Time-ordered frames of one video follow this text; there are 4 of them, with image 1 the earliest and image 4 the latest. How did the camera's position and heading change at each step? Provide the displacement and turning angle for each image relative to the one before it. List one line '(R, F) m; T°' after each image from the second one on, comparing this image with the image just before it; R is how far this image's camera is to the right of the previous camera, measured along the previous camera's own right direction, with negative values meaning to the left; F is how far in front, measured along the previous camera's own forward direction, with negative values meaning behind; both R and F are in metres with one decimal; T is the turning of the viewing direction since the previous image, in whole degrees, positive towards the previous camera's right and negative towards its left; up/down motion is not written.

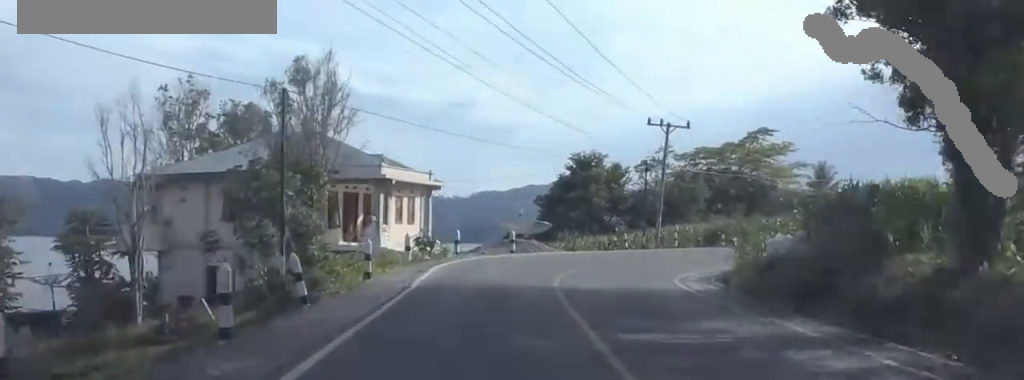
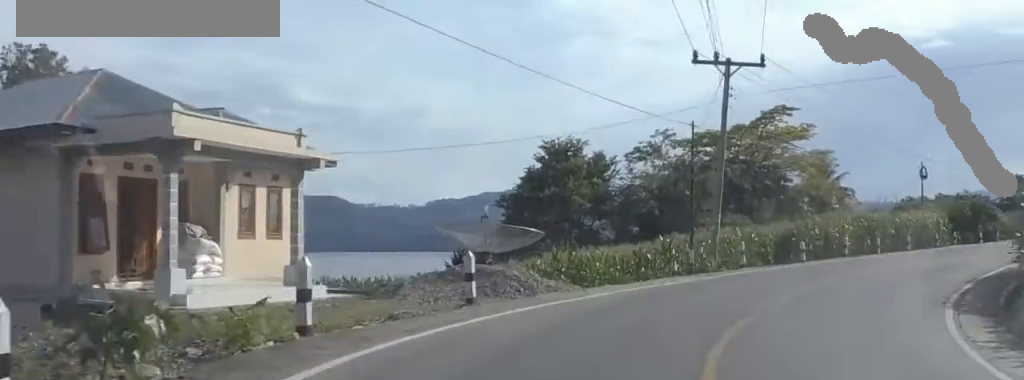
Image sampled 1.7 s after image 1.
(+0.8, +20.6) m; +8°
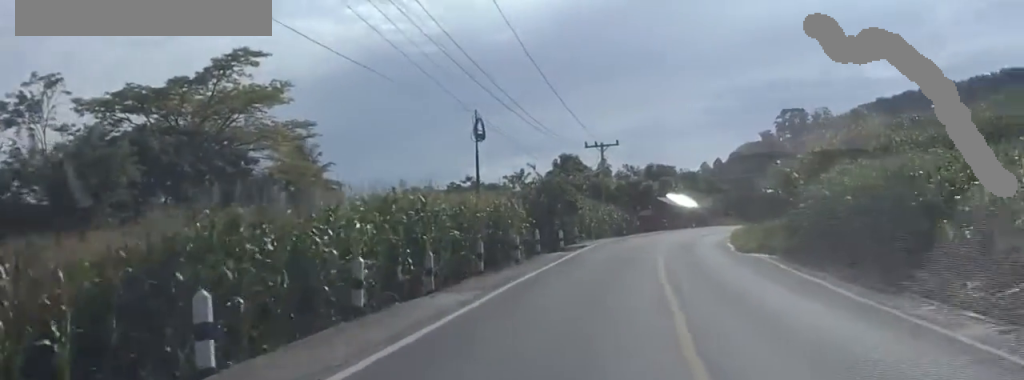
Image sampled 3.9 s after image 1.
(+6.9, +26.7) m; +31°
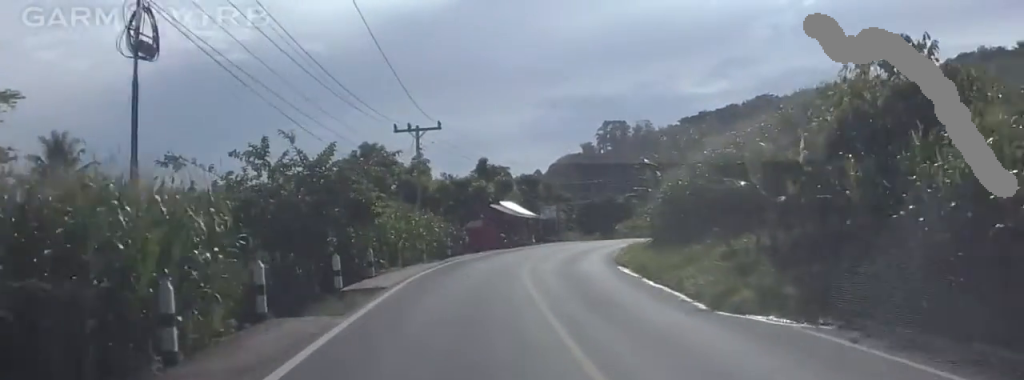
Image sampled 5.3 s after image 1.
(+2.7, +18.6) m; +12°
